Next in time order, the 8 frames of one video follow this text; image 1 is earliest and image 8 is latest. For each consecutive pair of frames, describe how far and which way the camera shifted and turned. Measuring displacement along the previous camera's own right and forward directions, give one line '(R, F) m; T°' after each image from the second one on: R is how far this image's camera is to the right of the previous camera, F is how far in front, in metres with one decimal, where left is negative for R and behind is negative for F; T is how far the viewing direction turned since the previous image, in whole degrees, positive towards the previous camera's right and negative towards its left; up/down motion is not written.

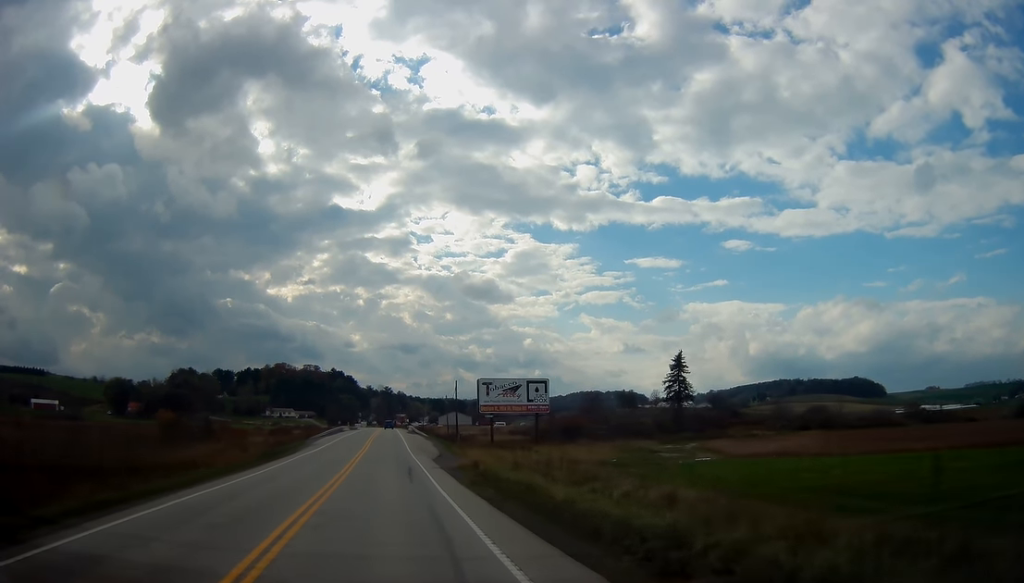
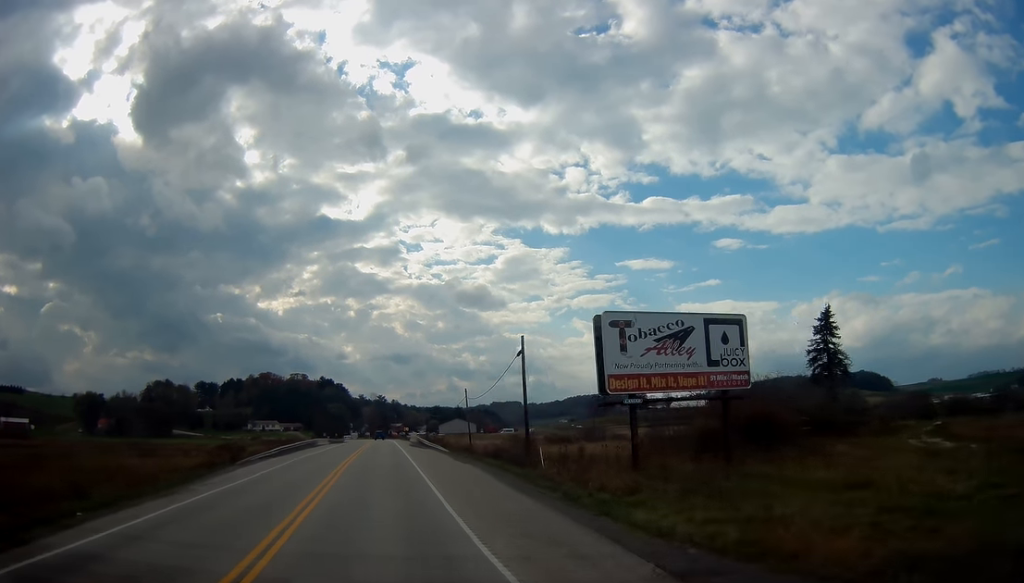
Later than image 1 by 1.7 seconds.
(0.0, +38.8) m; 0°
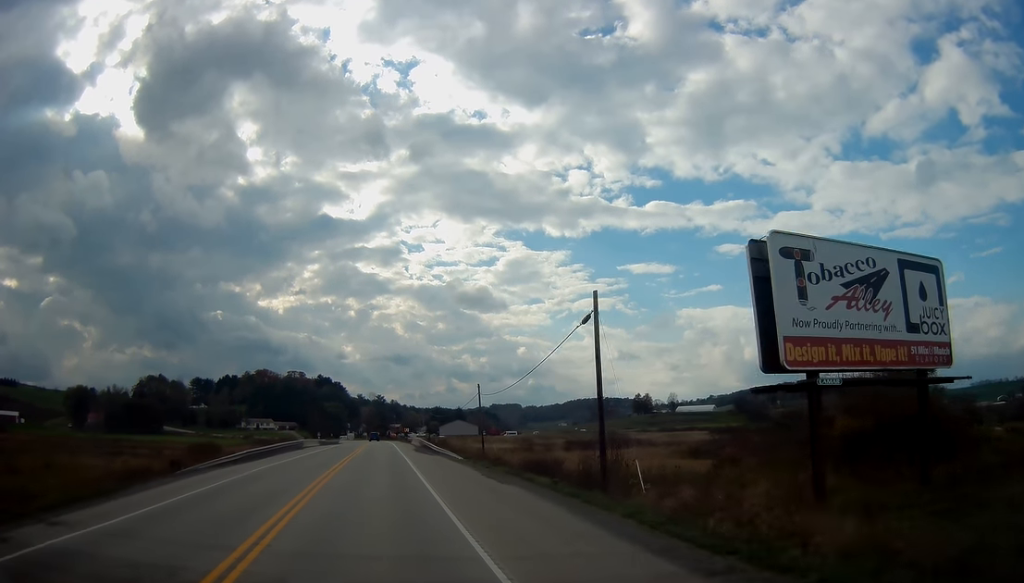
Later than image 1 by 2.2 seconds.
(-0.1, +12.3) m; 0°
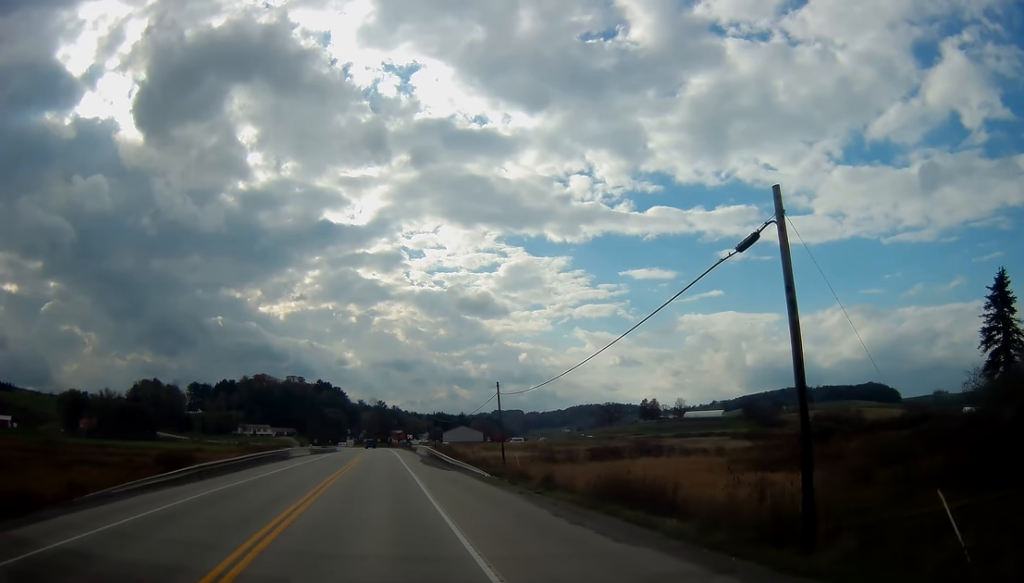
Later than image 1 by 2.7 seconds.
(+0.1, +11.4) m; 0°
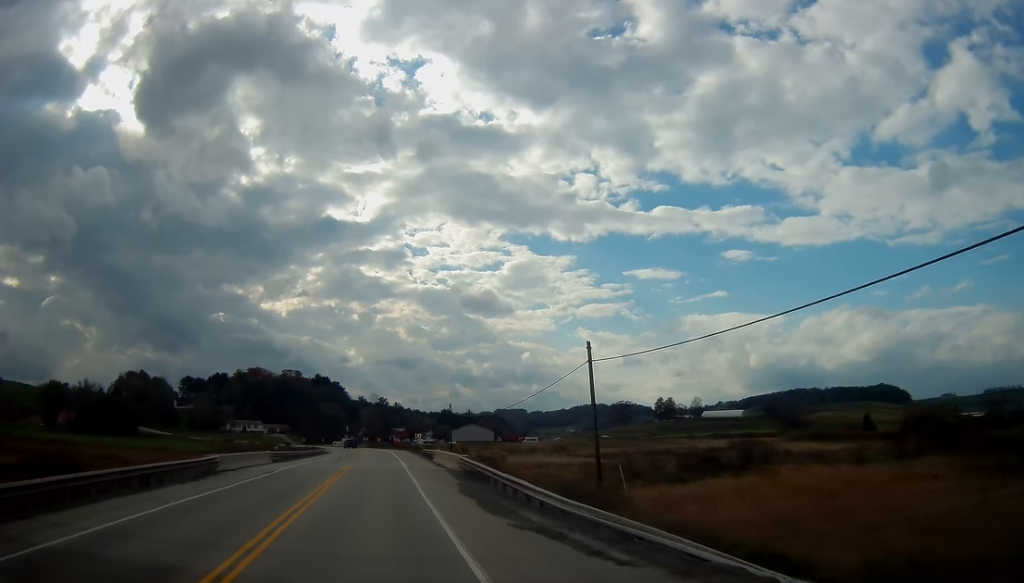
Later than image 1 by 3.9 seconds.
(+0.1, +26.7) m; 0°
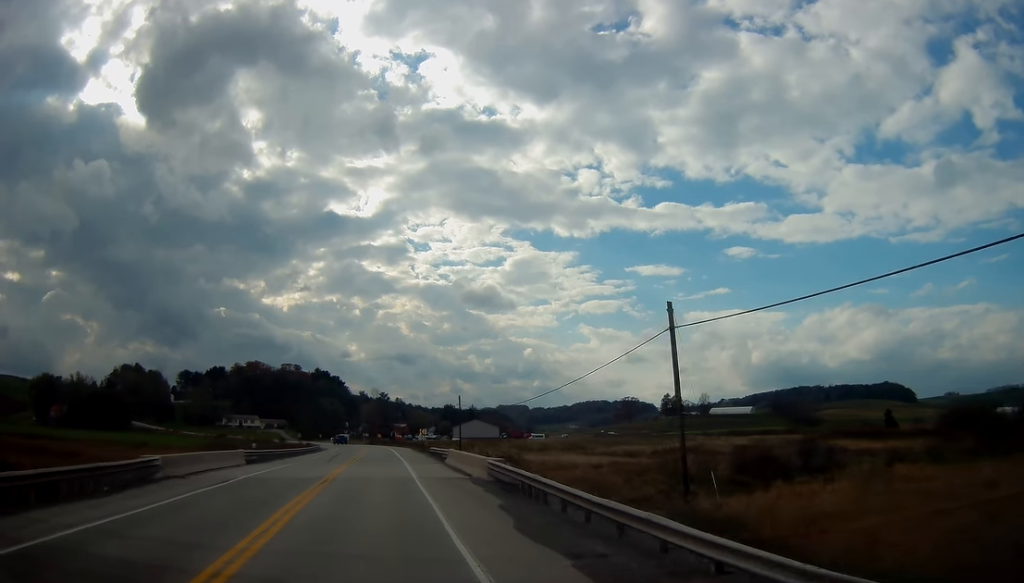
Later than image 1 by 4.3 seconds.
(0.0, +9.9) m; 0°
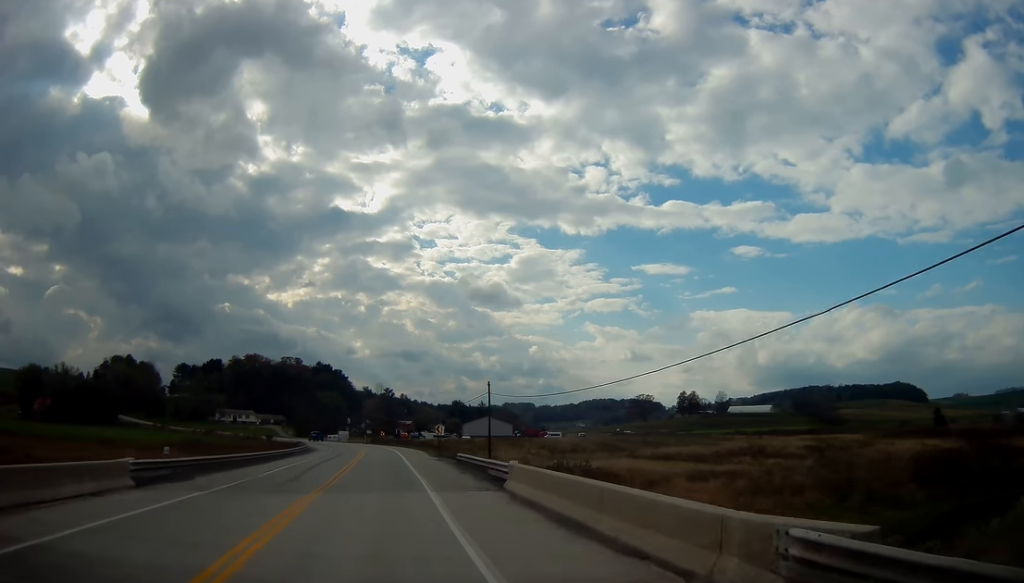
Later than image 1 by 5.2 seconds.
(-0.2, +19.9) m; 0°
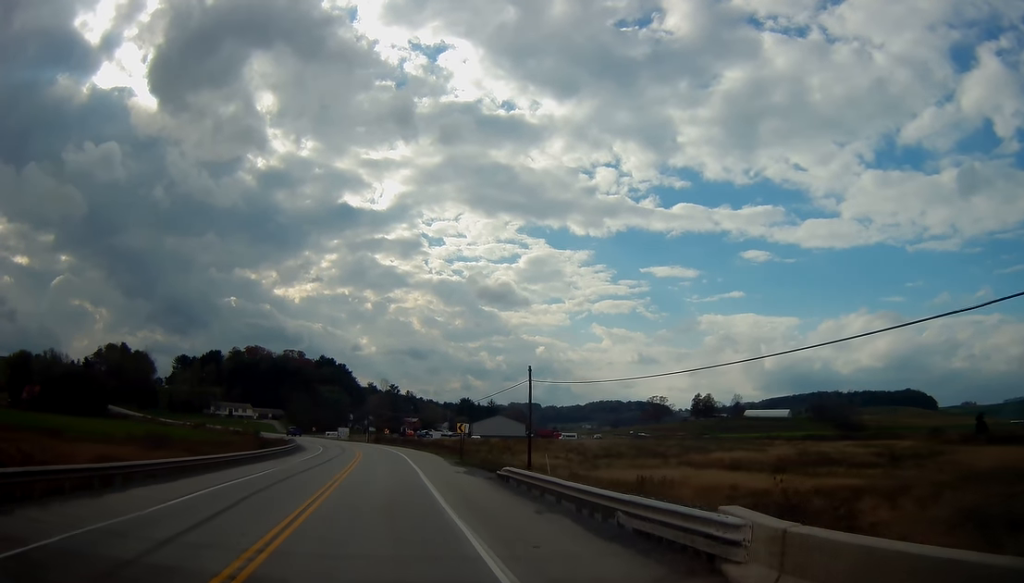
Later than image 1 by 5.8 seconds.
(+0.1, +15.1) m; 0°
